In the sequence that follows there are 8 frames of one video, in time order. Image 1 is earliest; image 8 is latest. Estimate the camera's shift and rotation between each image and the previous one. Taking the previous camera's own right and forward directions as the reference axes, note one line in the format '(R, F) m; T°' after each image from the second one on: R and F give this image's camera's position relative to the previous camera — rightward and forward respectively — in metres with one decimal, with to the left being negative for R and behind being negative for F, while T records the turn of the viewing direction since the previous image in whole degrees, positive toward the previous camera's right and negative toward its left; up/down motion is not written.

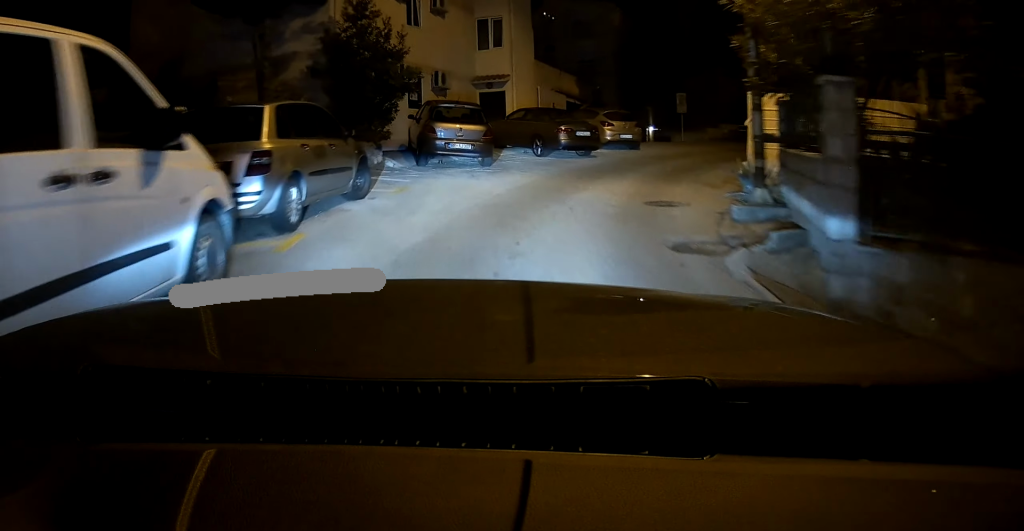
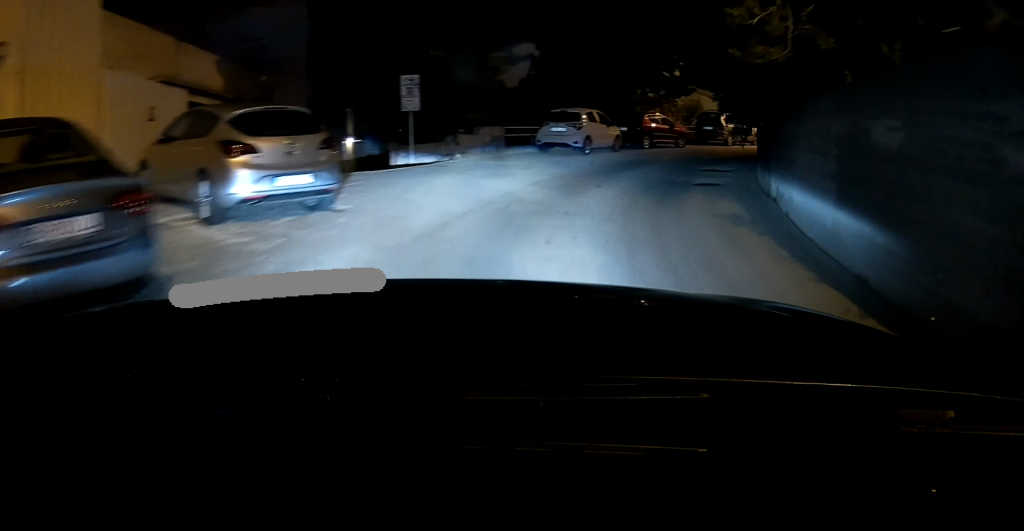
(+3.0, +16.9) m; +25°
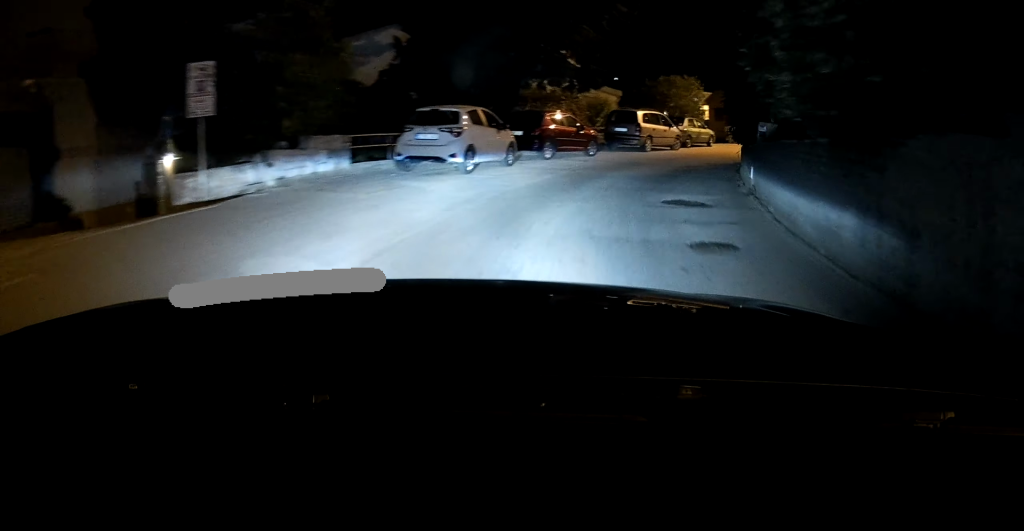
(+0.6, +5.6) m; +7°
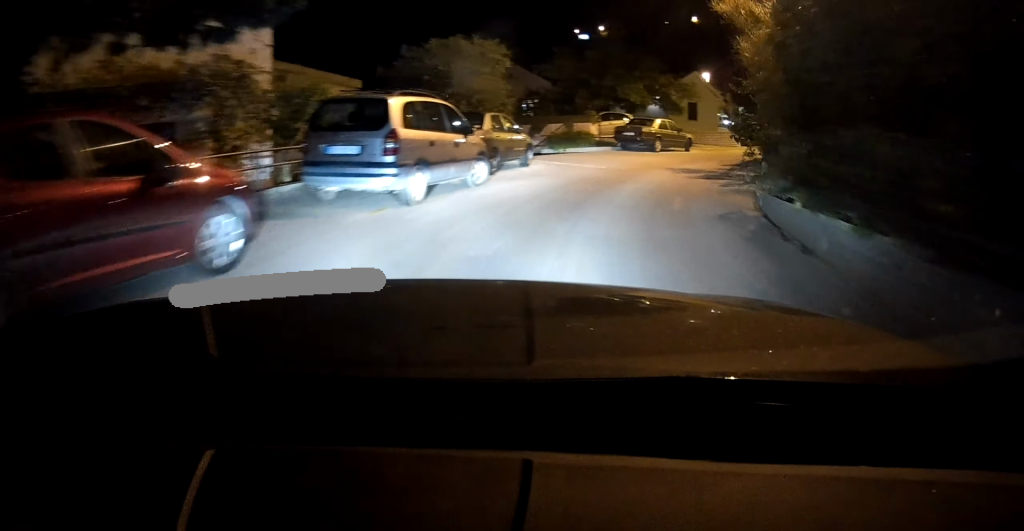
(+1.7, +12.9) m; +21°
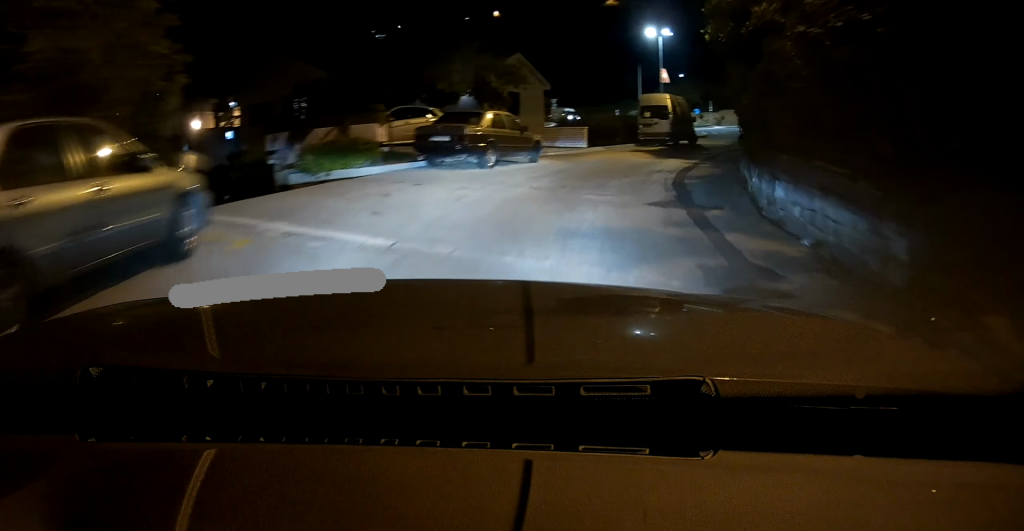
(+1.6, +9.5) m; +19°
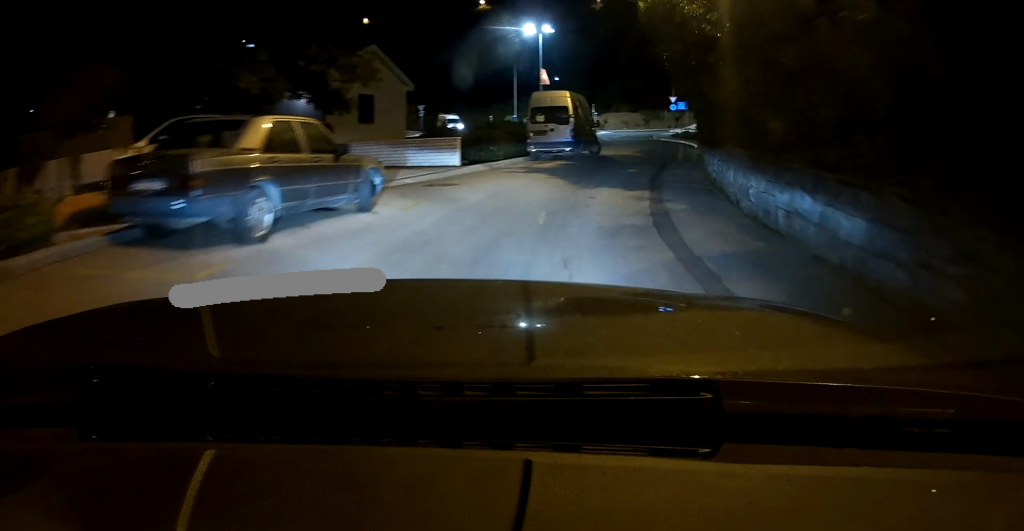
(+0.8, +7.7) m; +14°
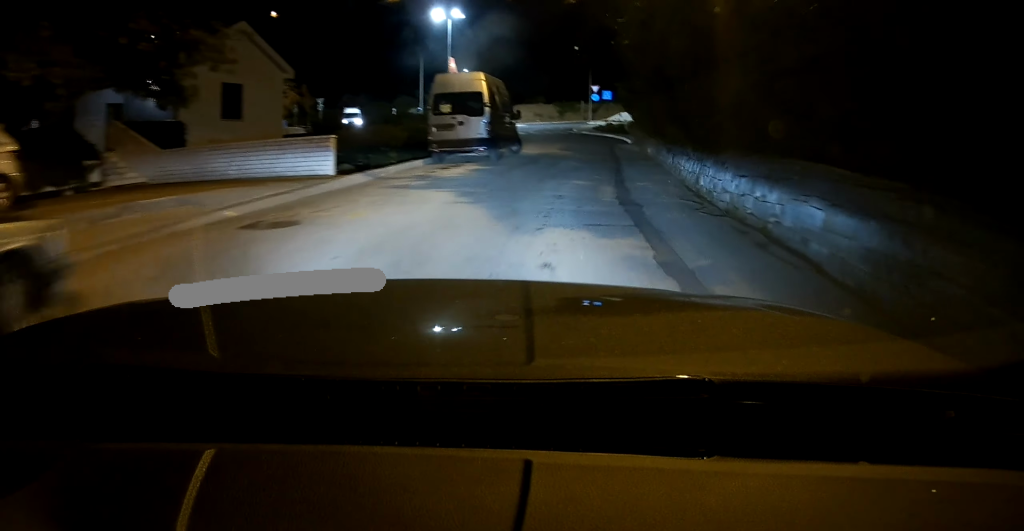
(+0.8, +6.0) m; +3°
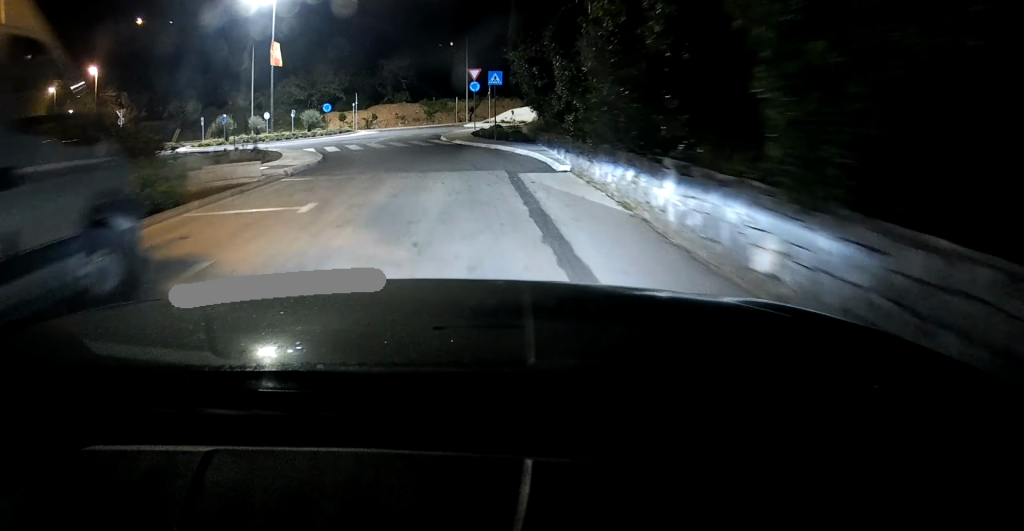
(+1.5, +19.0) m; +2°
